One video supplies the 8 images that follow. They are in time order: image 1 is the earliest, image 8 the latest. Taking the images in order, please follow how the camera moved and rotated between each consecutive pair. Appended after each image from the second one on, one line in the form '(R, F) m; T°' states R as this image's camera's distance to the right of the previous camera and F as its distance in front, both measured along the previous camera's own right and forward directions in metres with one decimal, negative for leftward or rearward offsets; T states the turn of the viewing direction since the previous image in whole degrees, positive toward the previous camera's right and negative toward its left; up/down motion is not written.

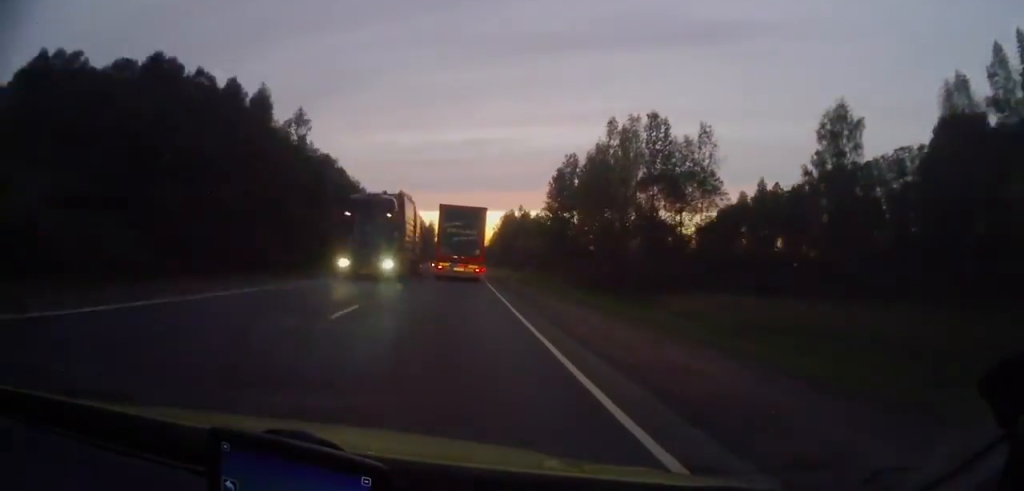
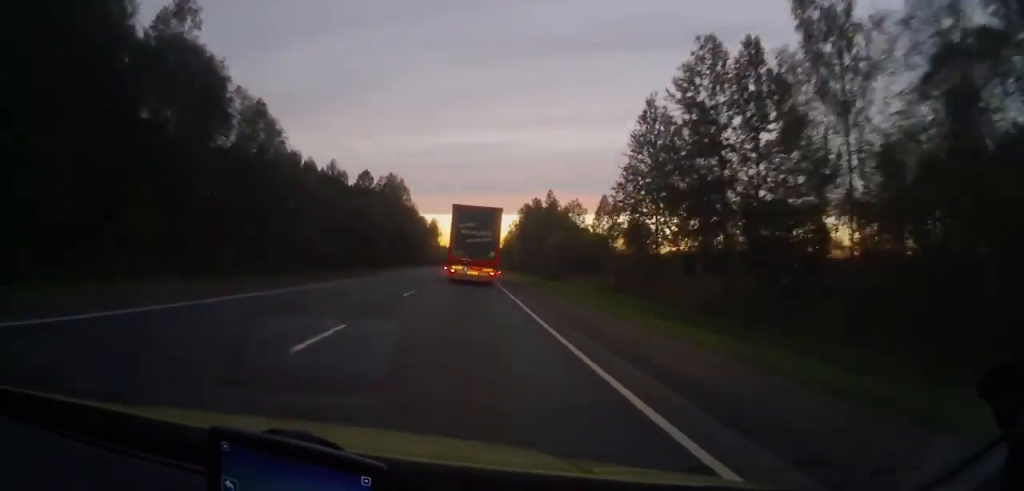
(-0.2, +53.2) m; 0°
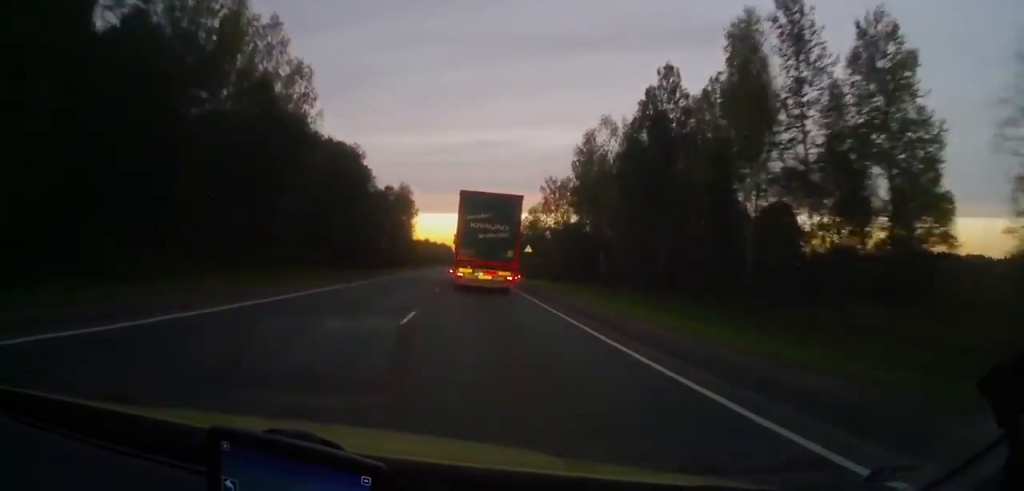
(-0.4, +116.2) m; 0°
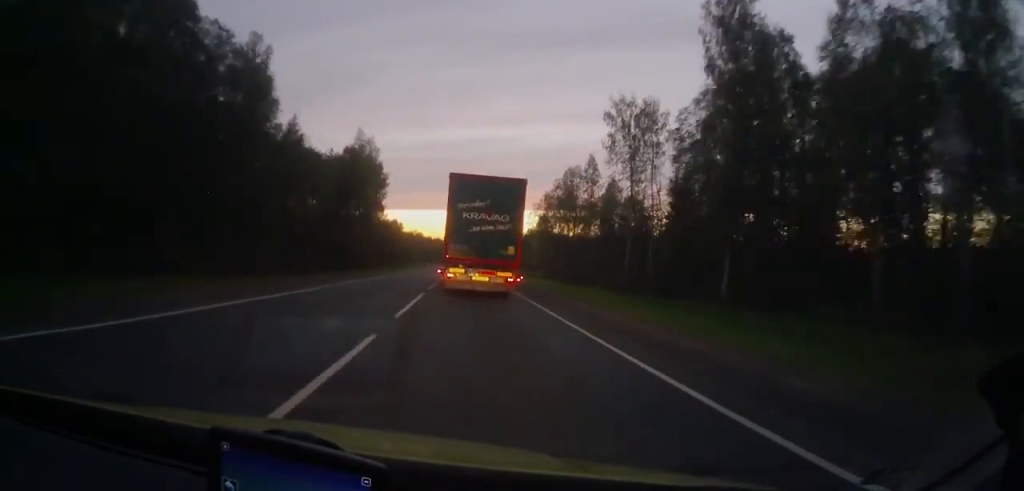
(+0.2, +59.1) m; 0°
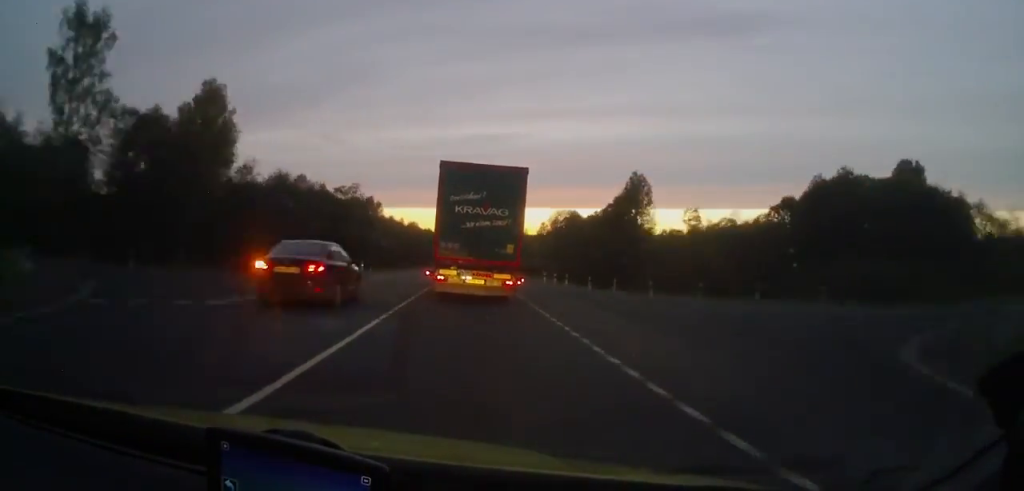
(-0.3, +138.3) m; 0°
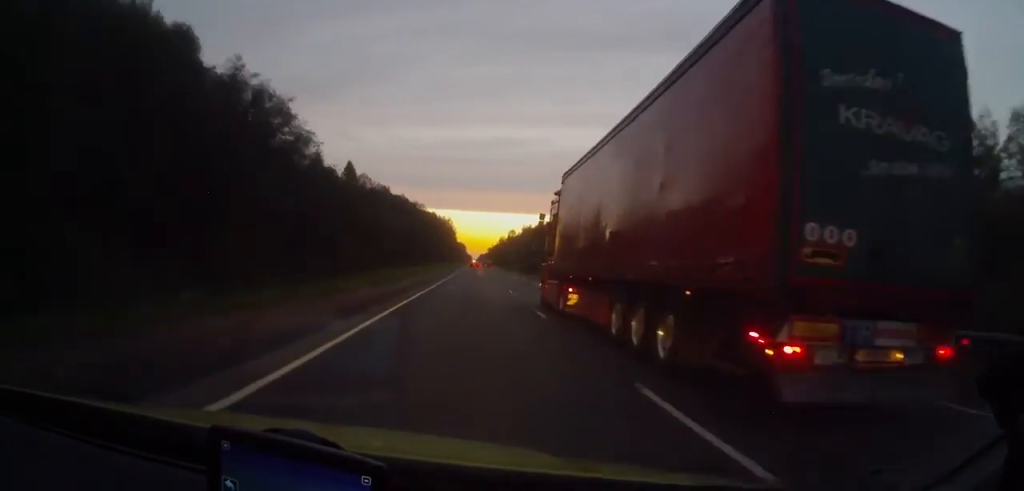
(-1.3, +225.1) m; 0°
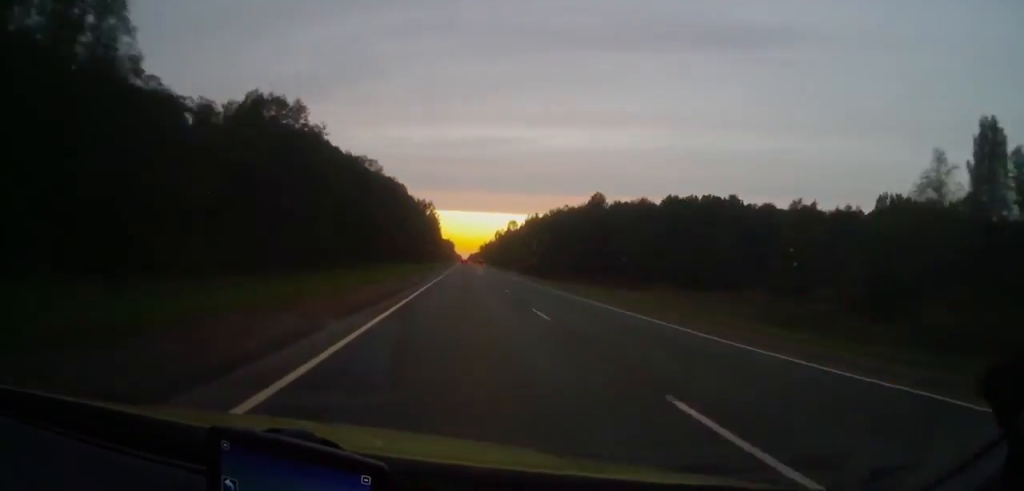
(+0.3, +98.5) m; +1°
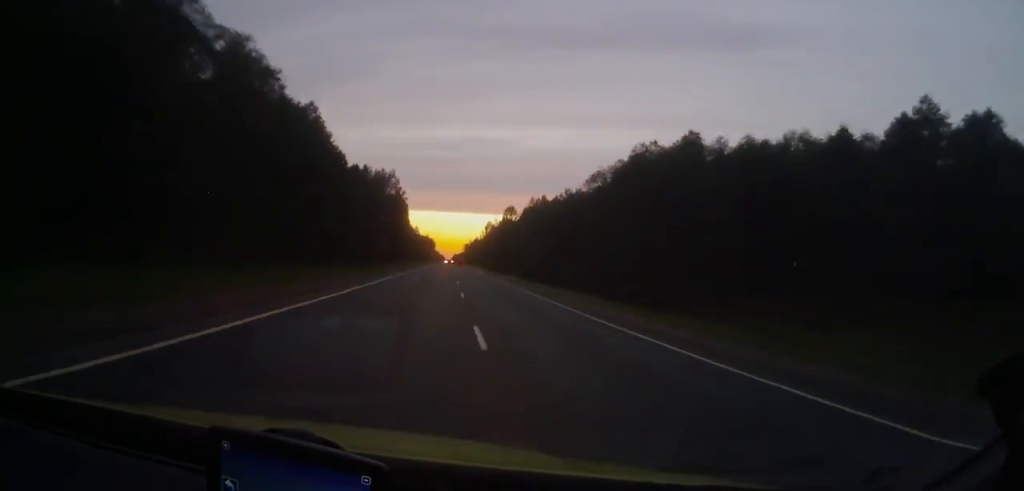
(+0.9, +88.9) m; 0°
